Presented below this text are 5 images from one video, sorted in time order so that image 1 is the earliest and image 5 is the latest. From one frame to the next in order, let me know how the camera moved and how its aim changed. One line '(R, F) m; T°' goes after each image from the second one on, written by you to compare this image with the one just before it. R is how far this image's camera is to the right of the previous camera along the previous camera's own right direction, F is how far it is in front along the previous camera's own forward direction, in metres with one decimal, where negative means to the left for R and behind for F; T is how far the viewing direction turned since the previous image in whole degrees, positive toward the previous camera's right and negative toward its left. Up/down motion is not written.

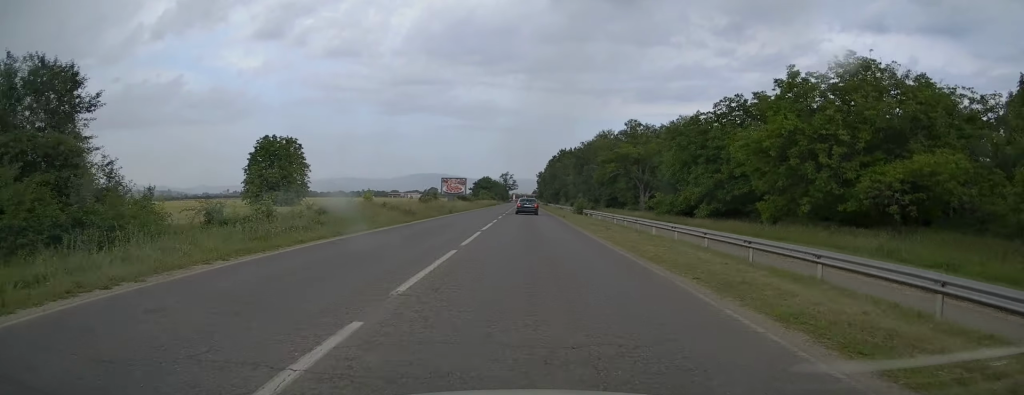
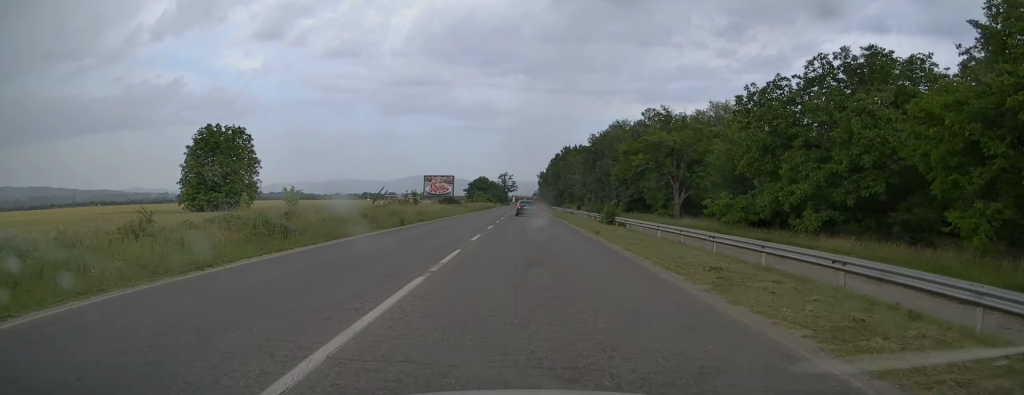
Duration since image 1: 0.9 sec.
(0.0, +20.0) m; 0°
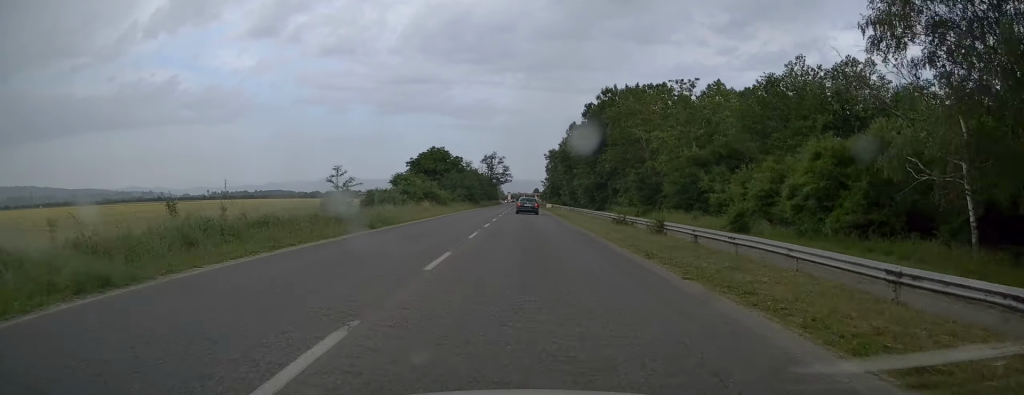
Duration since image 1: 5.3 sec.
(-0.1, +99.8) m; 0°
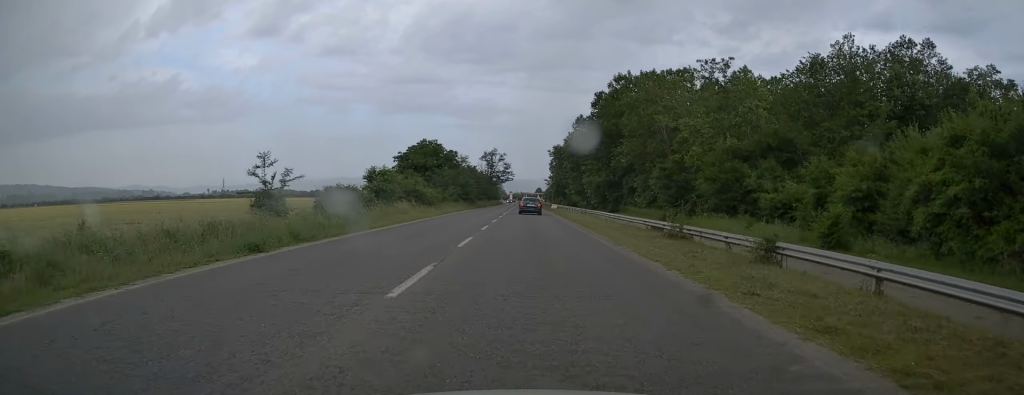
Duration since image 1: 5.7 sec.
(0.0, +10.8) m; 0°
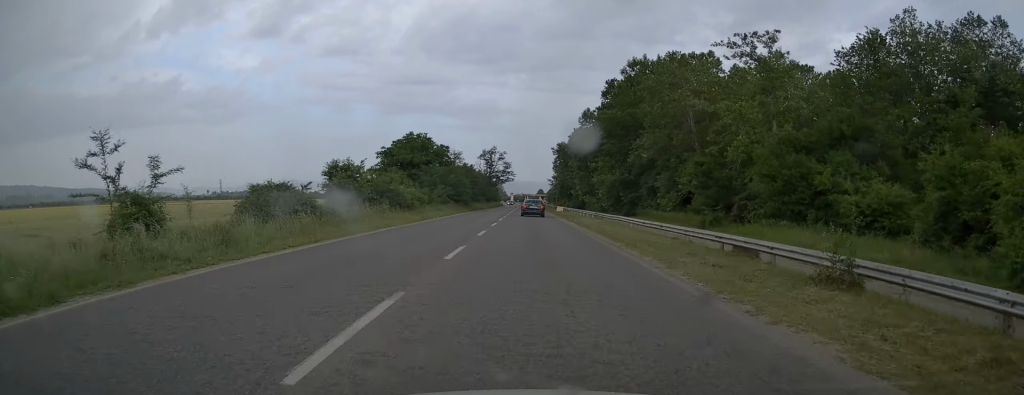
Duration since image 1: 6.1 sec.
(+0.1, +10.8) m; 0°
